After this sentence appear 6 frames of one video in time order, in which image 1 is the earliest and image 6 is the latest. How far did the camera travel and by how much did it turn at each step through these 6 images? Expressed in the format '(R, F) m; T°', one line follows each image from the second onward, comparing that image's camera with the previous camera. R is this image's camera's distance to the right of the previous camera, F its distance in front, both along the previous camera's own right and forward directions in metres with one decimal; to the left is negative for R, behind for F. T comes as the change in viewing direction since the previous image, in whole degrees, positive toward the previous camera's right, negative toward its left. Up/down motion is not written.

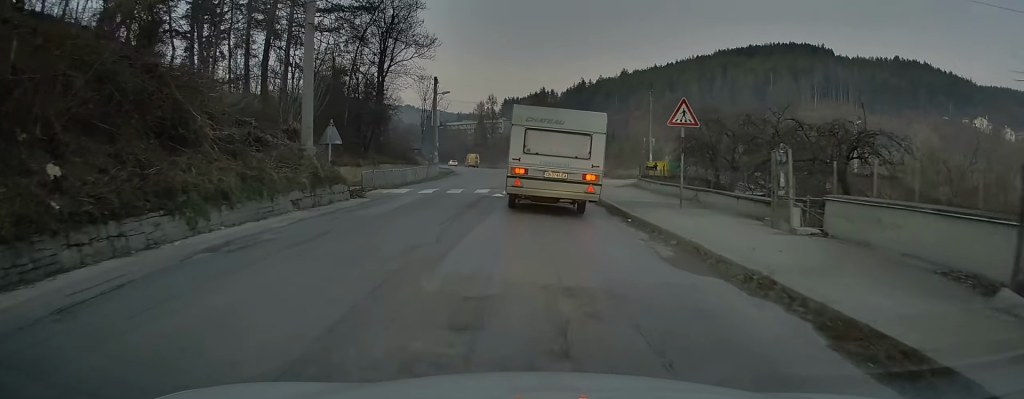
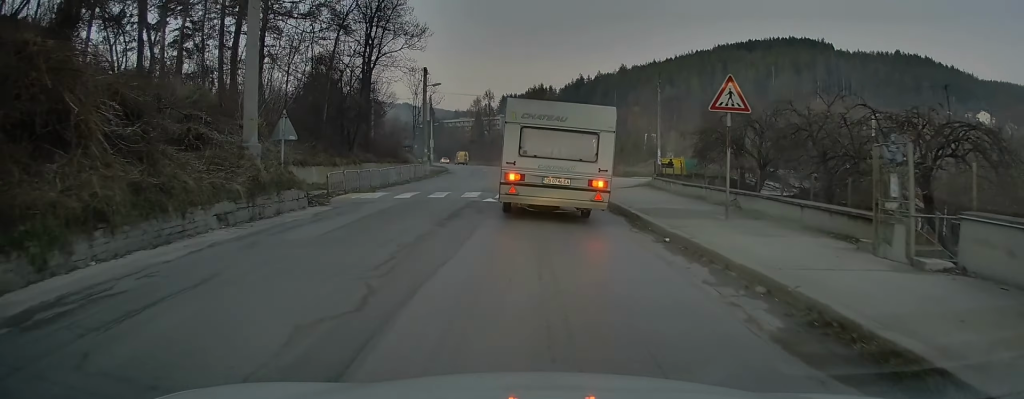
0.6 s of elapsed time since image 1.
(-0.1, +3.5) m; -1°
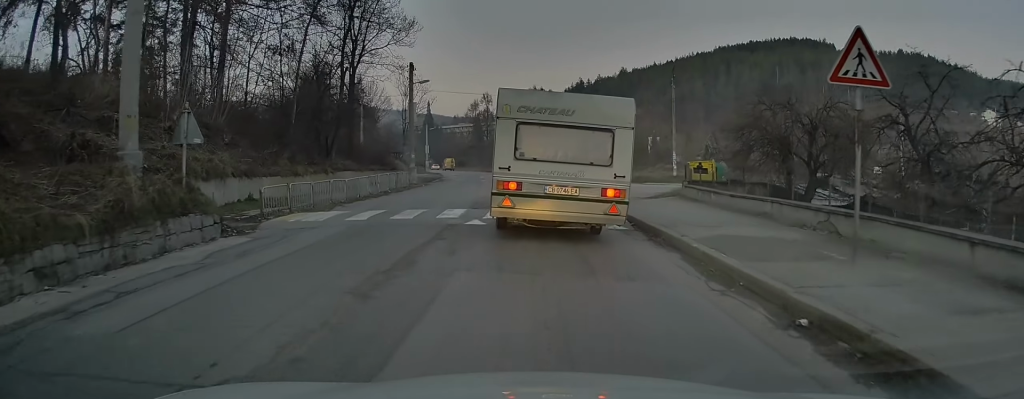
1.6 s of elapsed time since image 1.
(-0.1, +4.7) m; 0°
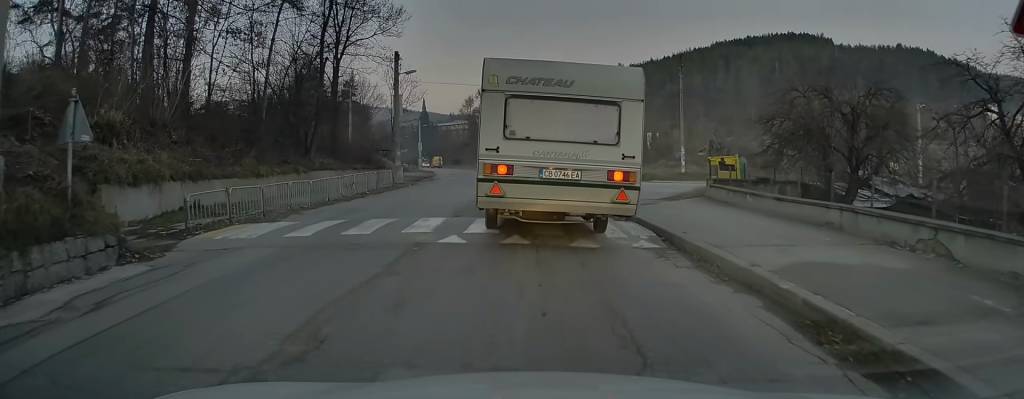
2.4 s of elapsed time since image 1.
(+0.1, +2.9) m; -1°
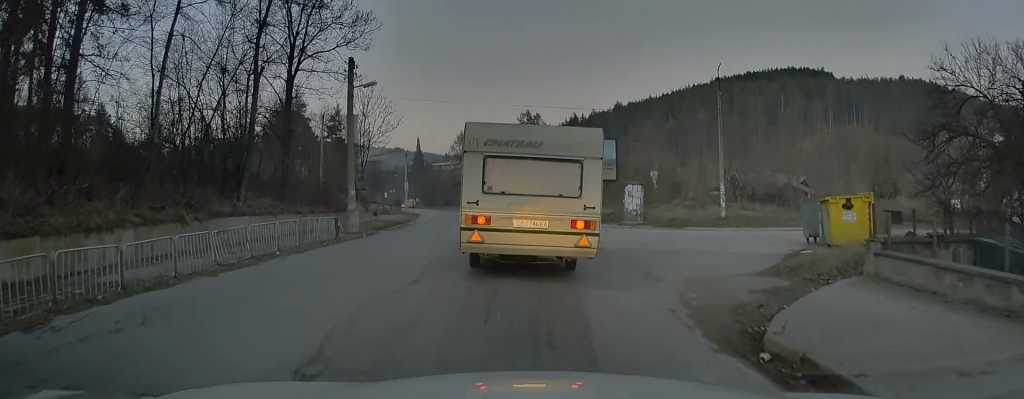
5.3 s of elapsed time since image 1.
(-0.8, +9.4) m; 0°
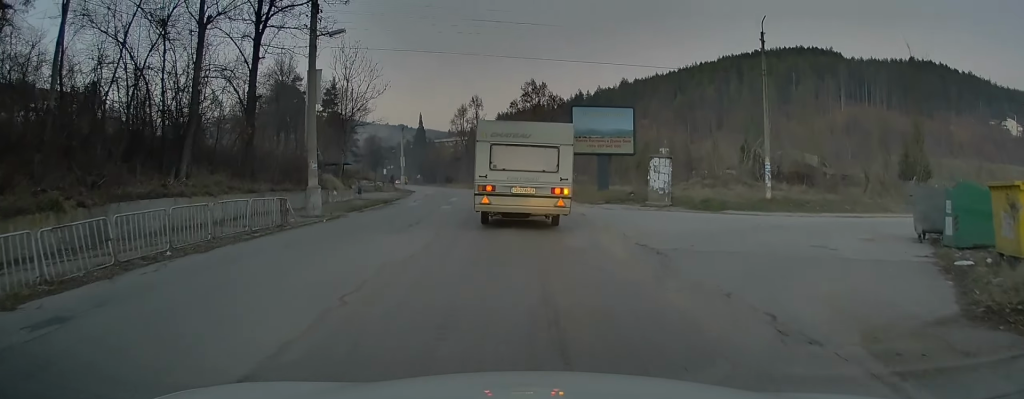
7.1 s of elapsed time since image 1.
(+0.2, +6.9) m; -1°
